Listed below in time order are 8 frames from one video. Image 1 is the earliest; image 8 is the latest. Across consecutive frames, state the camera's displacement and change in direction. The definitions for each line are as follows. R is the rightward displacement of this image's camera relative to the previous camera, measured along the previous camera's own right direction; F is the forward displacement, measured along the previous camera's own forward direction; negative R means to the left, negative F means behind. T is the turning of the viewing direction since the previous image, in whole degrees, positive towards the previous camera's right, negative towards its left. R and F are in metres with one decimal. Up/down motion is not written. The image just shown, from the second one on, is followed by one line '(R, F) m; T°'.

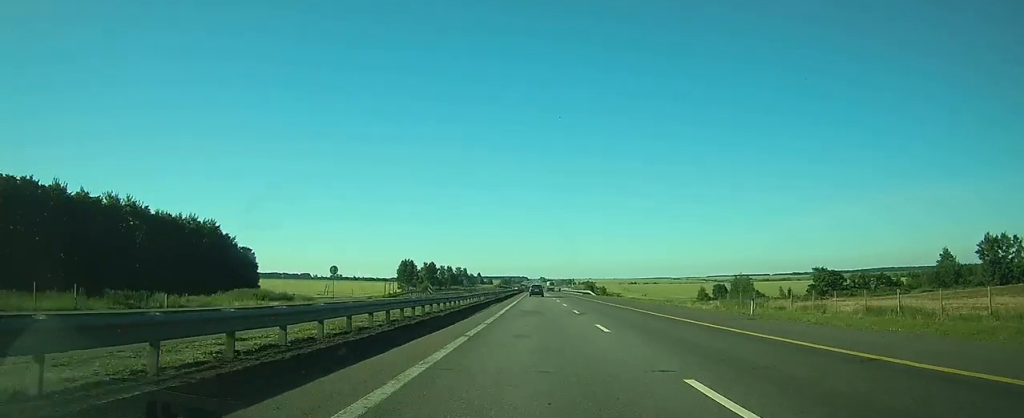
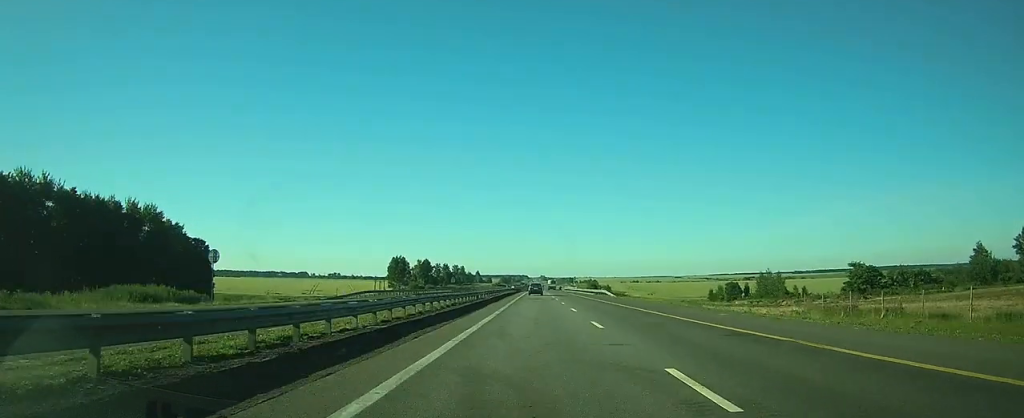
(0.0, +19.7) m; 0°
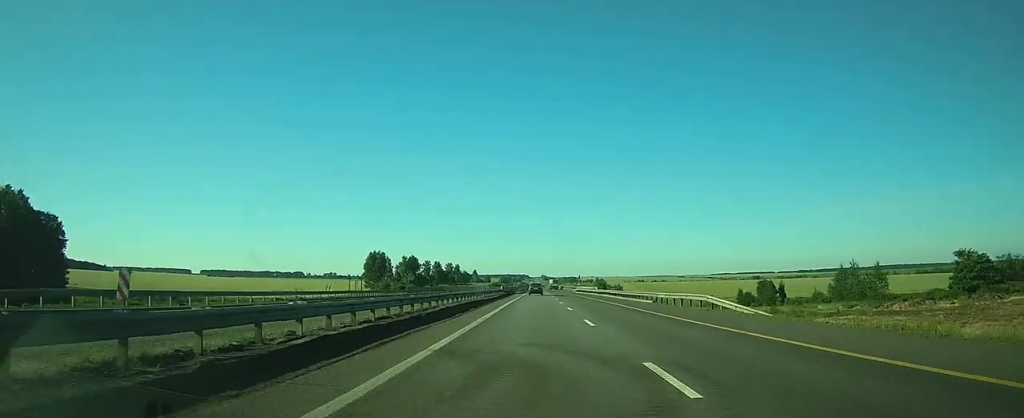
(0.0, +42.0) m; 0°
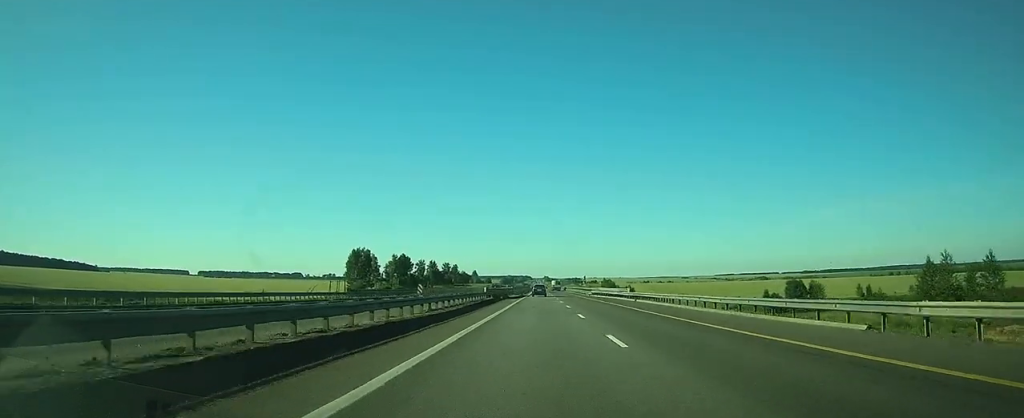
(0.0, +29.8) m; 0°
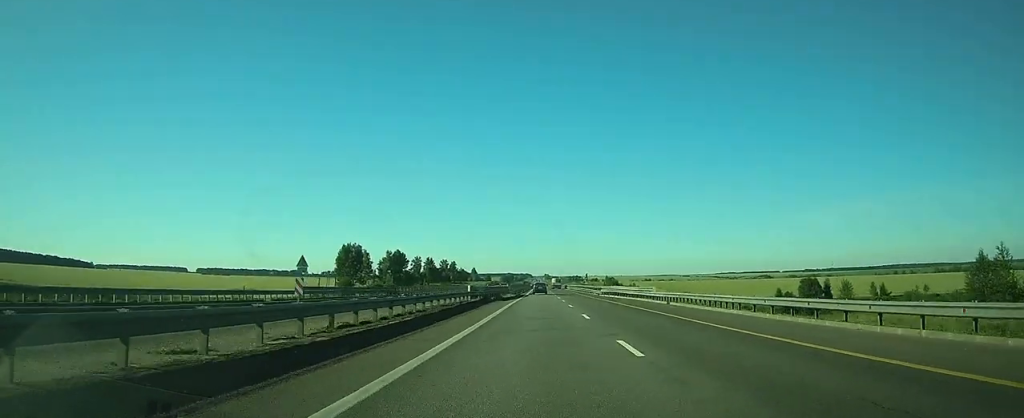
(0.0, +14.6) m; 0°
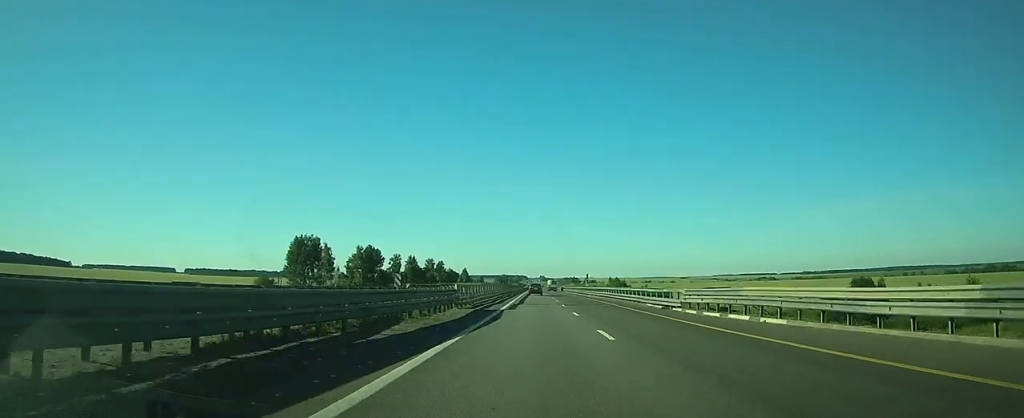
(0.0, +51.9) m; 0°
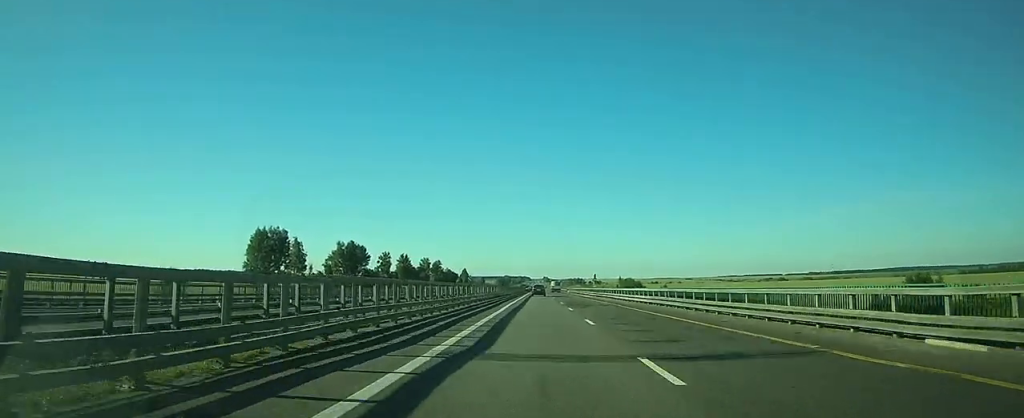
(0.0, +37.3) m; 0°
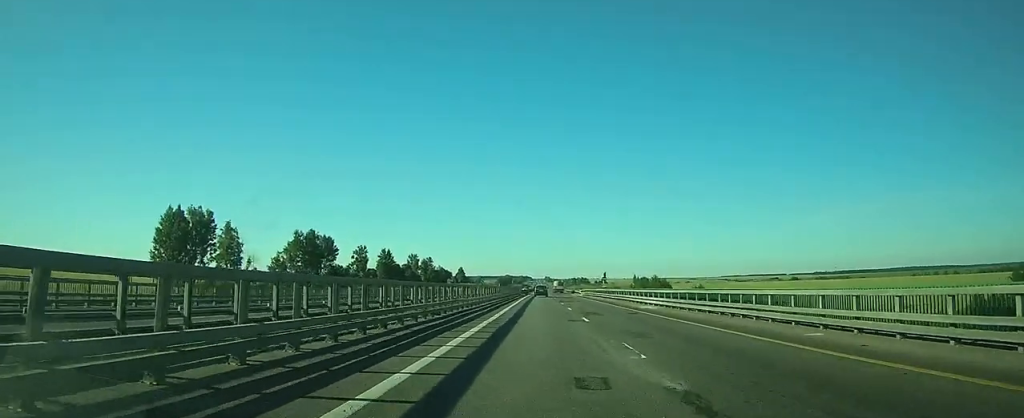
(0.0, +51.3) m; 0°
